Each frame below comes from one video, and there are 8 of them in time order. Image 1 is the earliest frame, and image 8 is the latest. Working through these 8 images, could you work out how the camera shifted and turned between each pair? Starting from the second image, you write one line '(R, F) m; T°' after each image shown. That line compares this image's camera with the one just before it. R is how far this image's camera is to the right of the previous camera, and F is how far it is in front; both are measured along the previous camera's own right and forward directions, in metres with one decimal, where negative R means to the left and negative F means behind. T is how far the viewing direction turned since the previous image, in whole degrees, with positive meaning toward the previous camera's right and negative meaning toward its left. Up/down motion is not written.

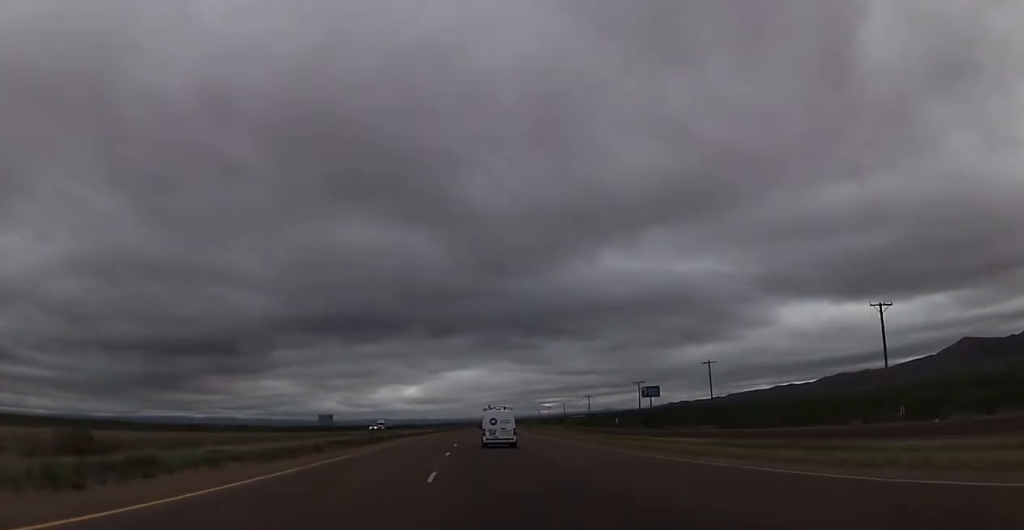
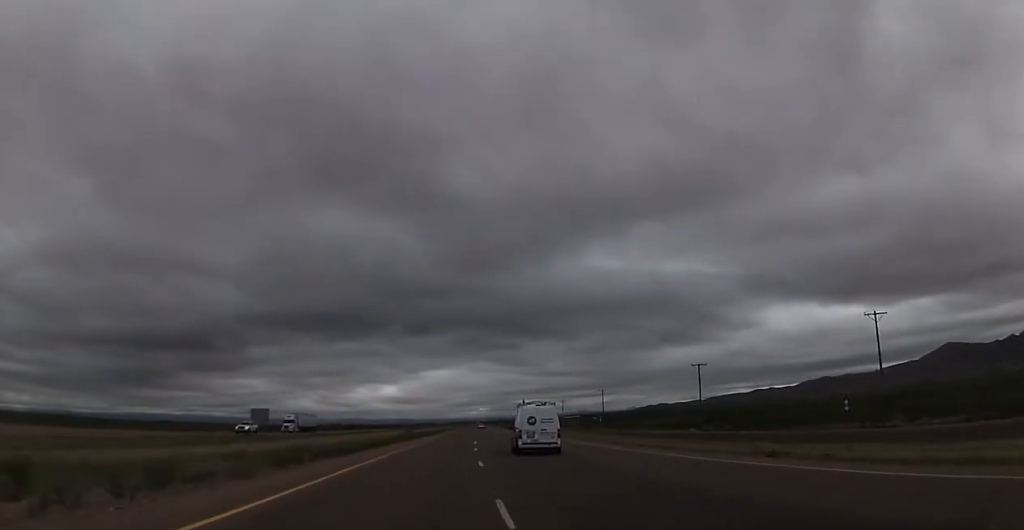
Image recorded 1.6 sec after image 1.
(+1.0, +55.4) m; +3°
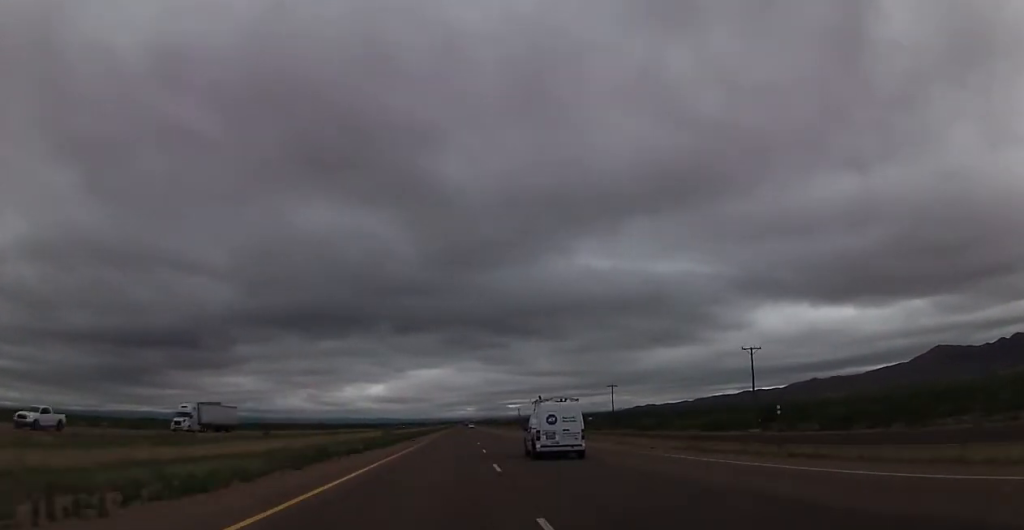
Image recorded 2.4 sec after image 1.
(+0.3, +26.7) m; +1°
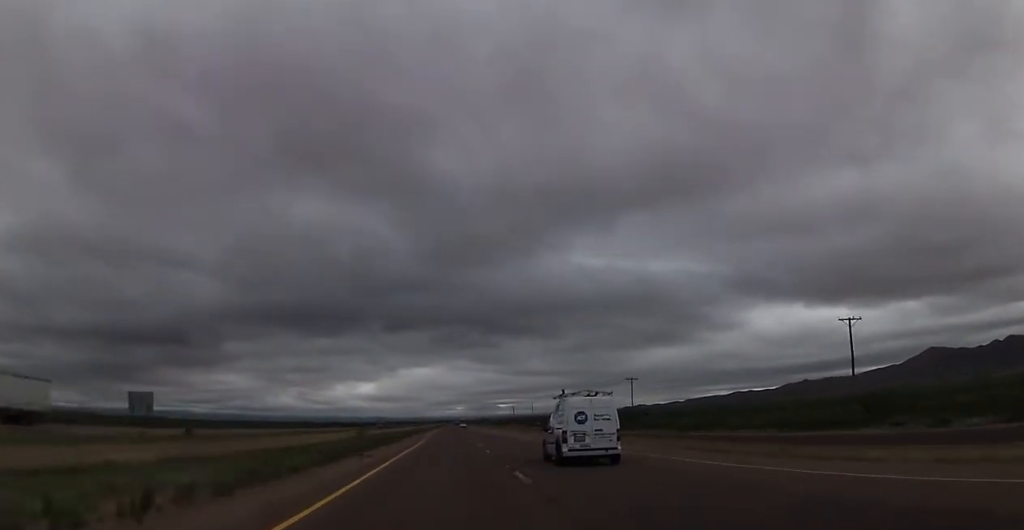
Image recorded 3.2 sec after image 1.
(+0.1, +28.0) m; +1°
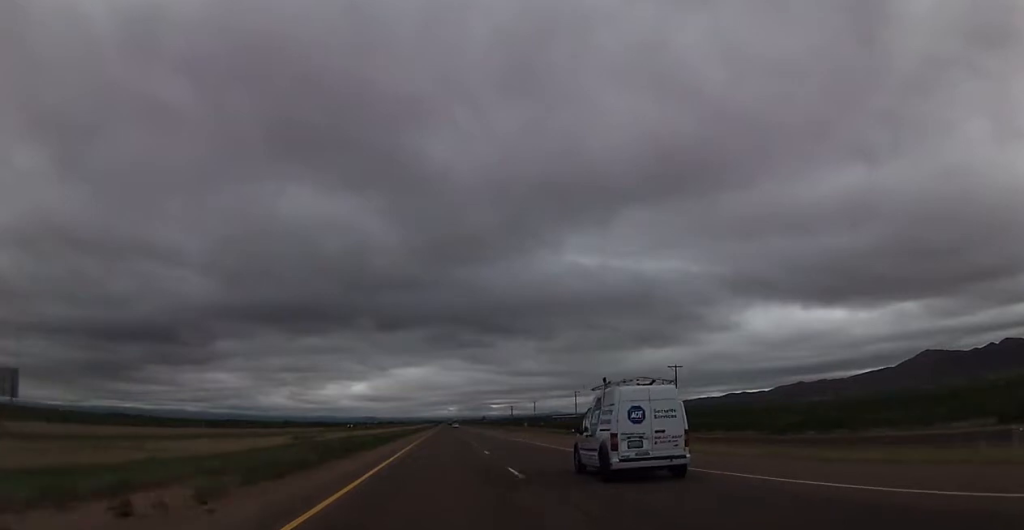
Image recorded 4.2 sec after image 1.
(+0.4, +35.2) m; +1°
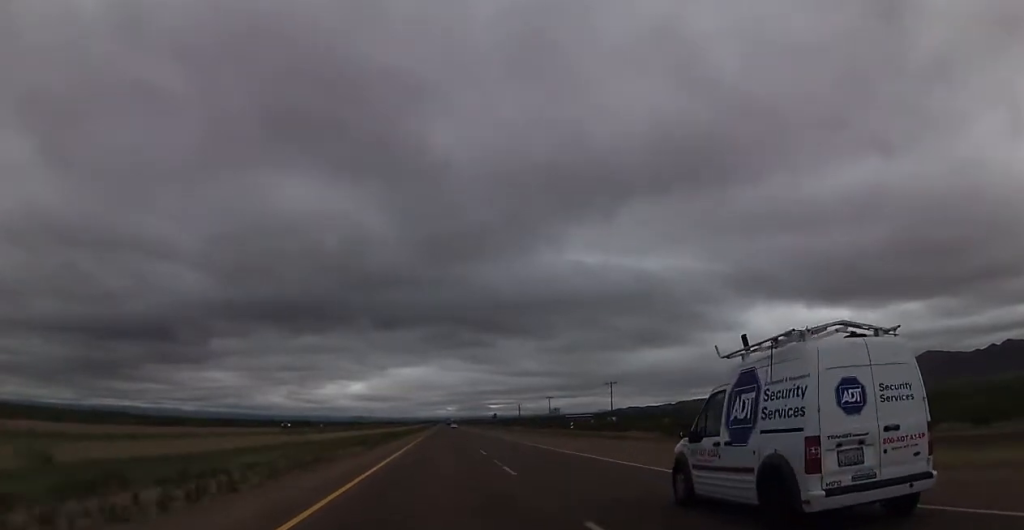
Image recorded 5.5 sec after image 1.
(+0.3, +47.1) m; 0°
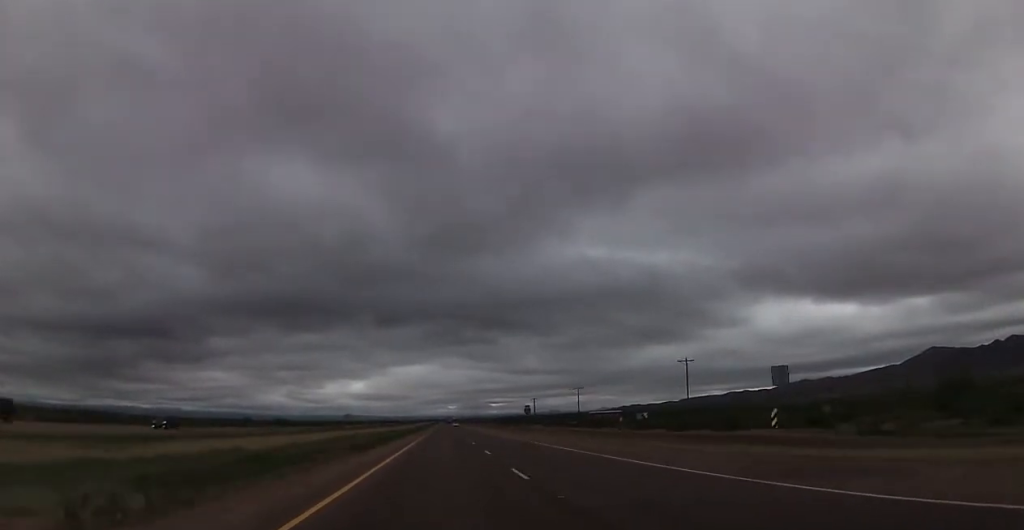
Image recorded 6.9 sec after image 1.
(0.0, +51.2) m; 0°
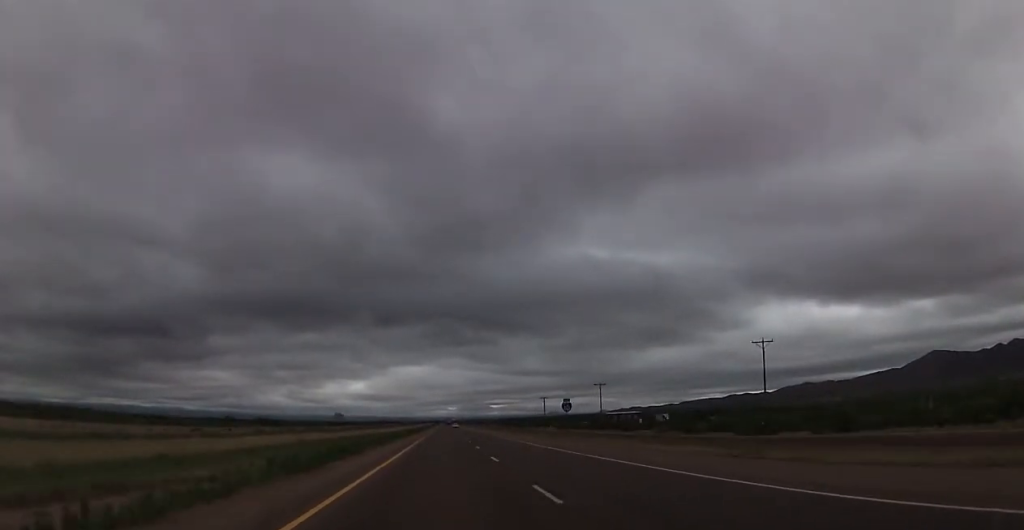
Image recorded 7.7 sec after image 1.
(0.0, +28.7) m; 0°
